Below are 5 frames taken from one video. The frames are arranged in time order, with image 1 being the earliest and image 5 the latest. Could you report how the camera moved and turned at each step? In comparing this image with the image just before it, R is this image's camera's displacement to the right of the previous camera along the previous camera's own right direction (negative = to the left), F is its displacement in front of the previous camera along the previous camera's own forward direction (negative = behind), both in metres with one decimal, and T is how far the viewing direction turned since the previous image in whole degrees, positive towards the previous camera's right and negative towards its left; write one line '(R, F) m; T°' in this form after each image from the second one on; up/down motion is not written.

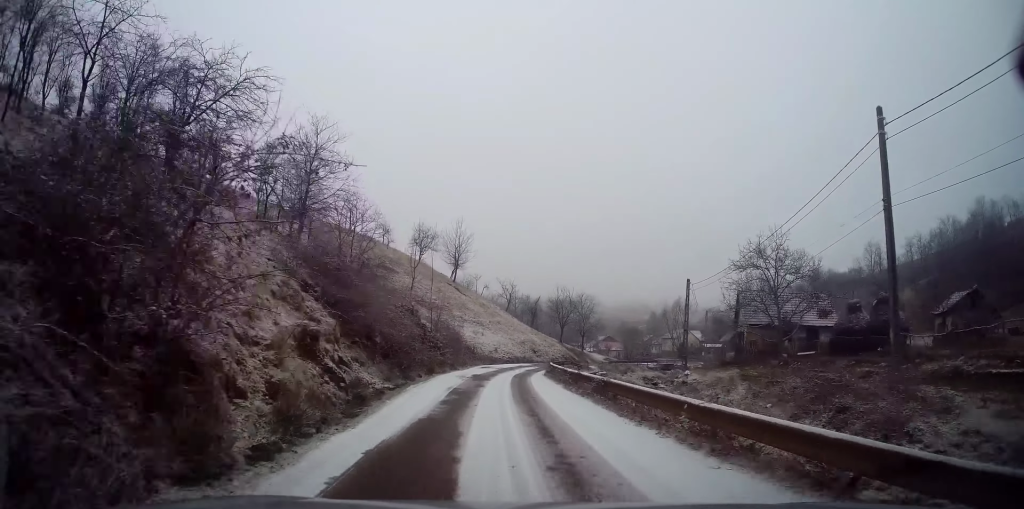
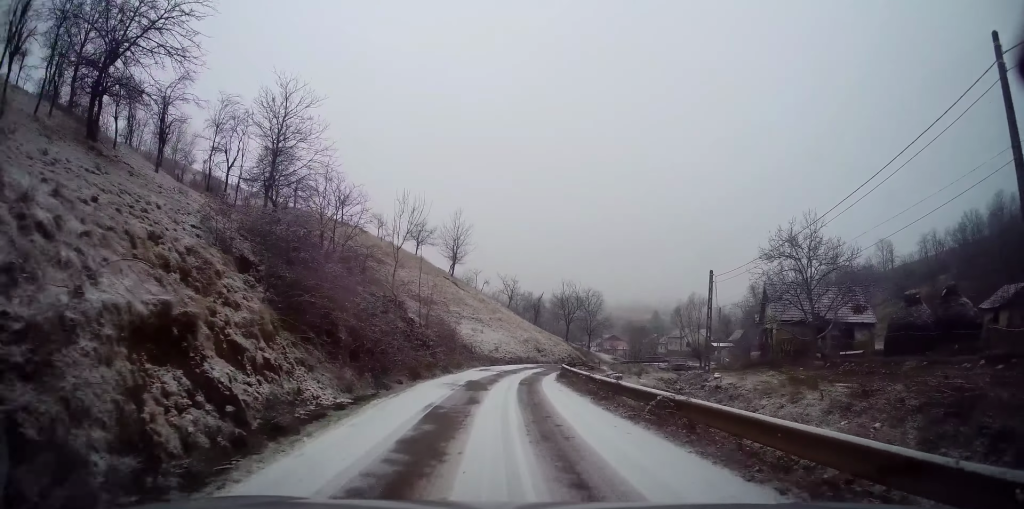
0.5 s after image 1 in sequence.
(-0.1, +5.2) m; +1°
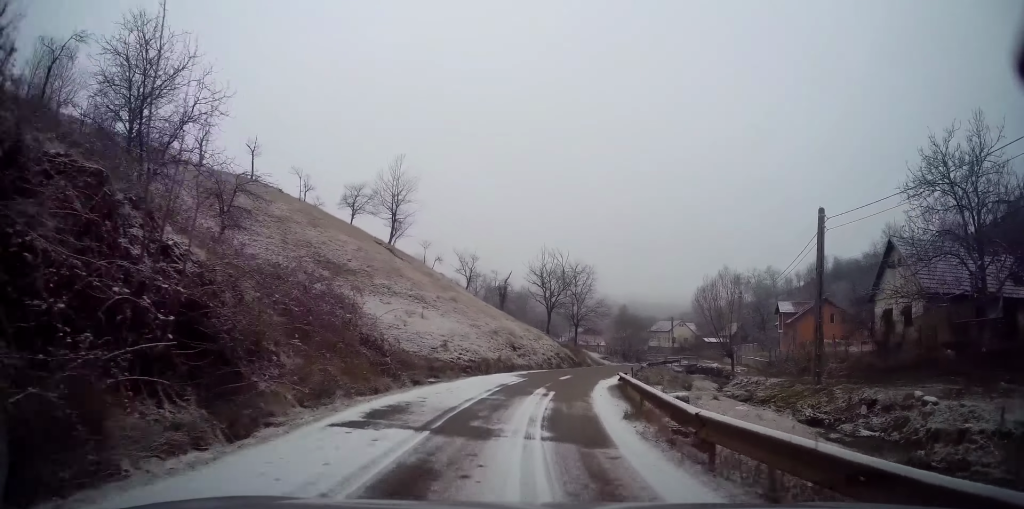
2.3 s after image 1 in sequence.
(+0.4, +20.3) m; +4°
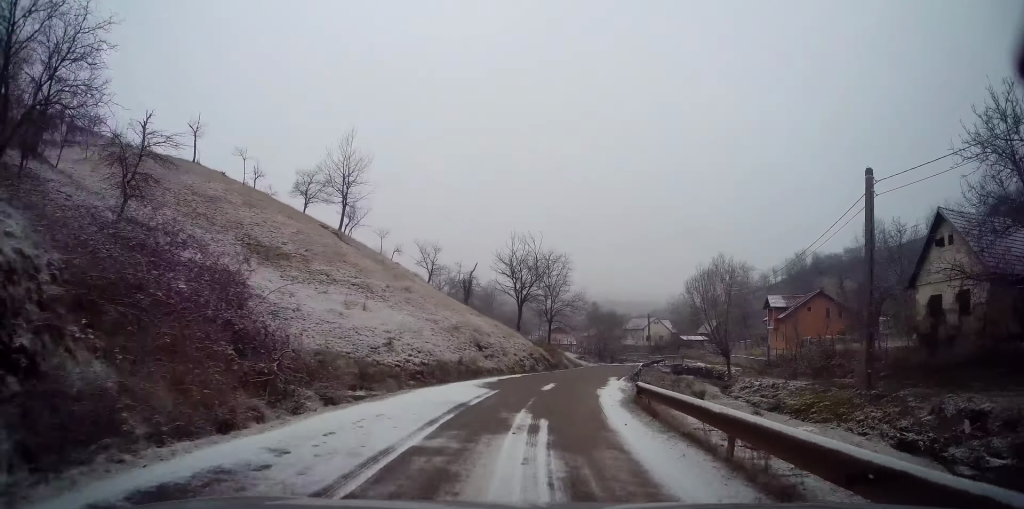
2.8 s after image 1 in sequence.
(-0.4, +6.1) m; +3°
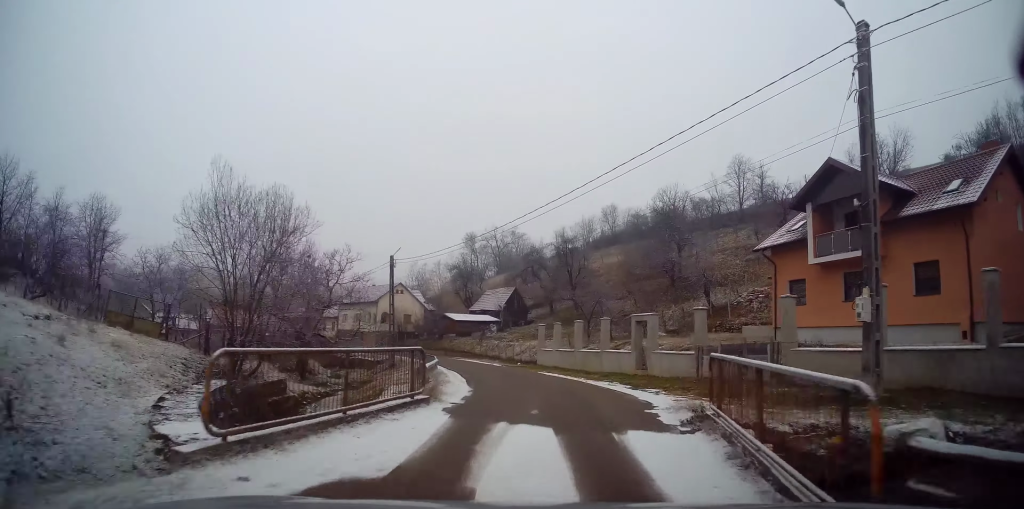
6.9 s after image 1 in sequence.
(+14.0, +50.0) m; +27°
